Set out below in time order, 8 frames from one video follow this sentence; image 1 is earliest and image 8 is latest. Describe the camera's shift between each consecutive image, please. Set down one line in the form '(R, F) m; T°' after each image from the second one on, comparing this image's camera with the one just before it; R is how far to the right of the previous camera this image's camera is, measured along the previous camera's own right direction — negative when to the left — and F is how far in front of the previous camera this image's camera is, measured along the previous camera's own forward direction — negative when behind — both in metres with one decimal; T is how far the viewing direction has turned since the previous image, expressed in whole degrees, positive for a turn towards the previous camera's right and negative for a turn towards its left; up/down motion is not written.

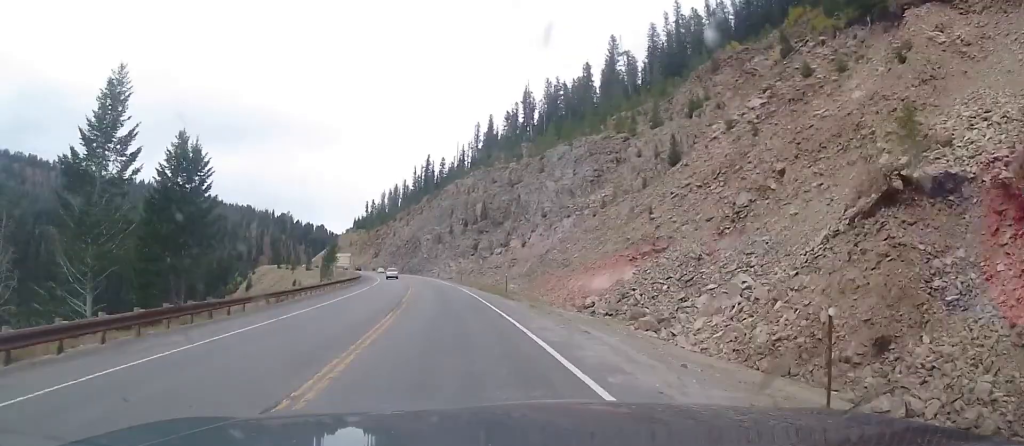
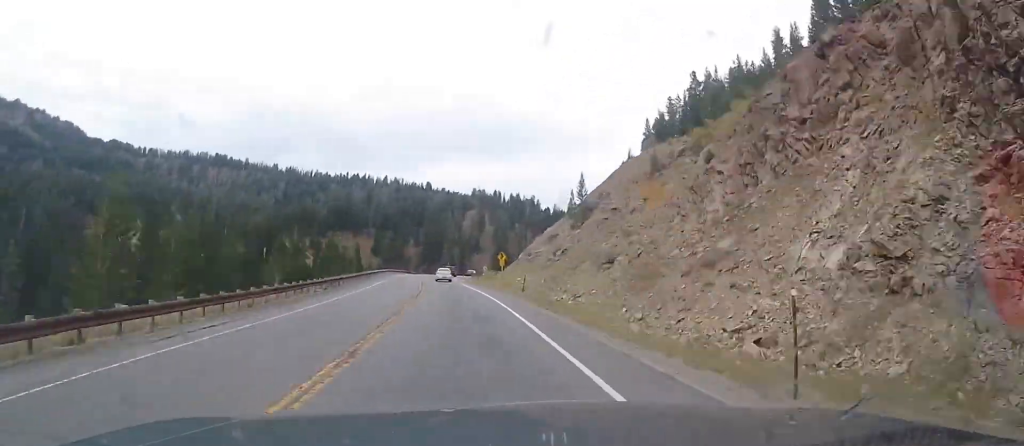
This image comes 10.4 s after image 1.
(-38.4, +217.8) m; -11°
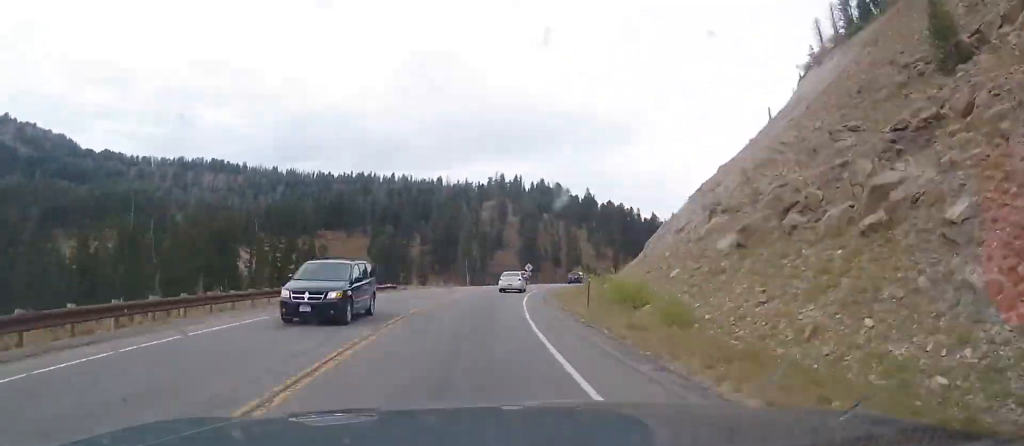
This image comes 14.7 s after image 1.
(-8.4, +69.4) m; +2°
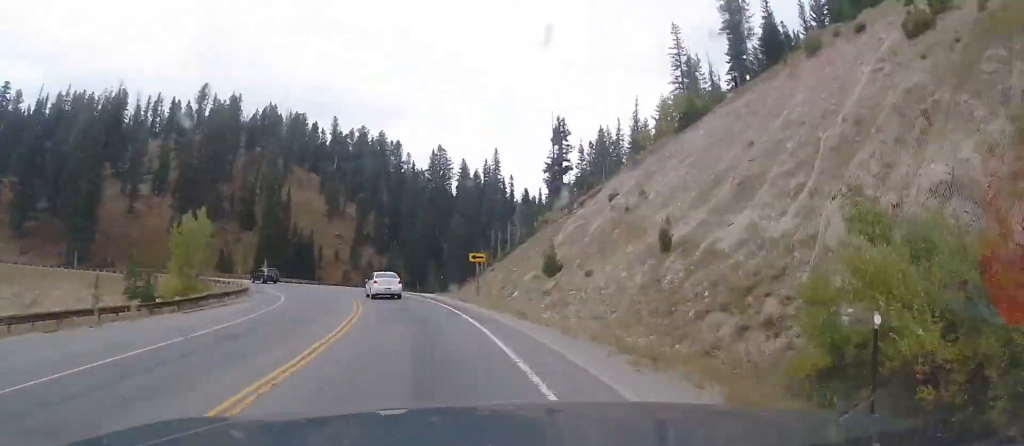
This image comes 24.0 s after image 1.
(+12.9, +125.4) m; -24°
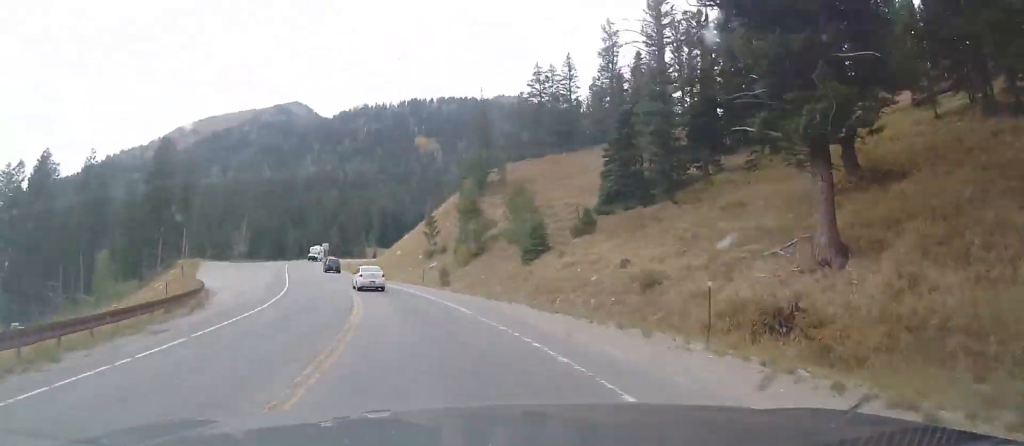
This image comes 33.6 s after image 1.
(-79.3, +91.9) m; -55°
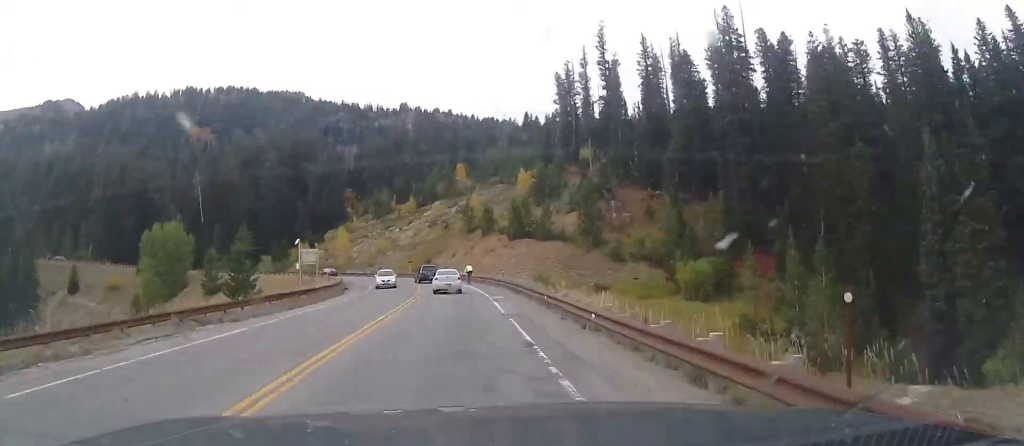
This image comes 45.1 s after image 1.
(-11.3, +171.4) m; -13°
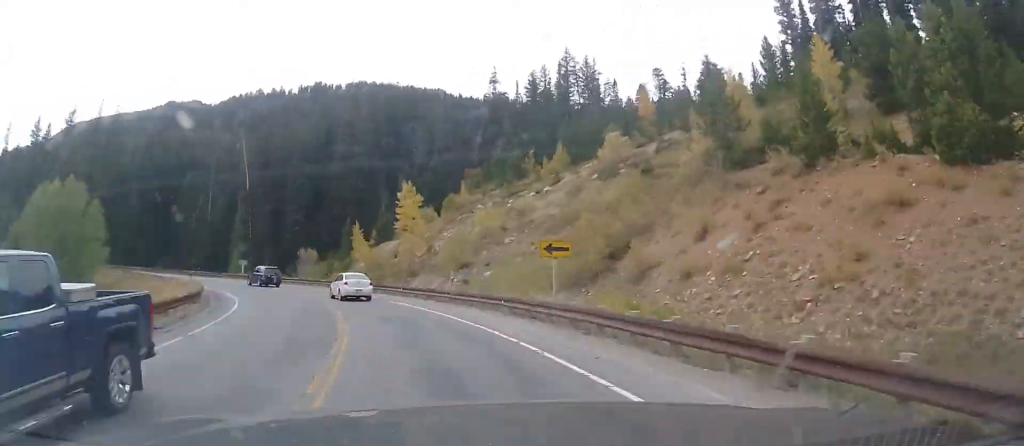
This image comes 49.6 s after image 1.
(-3.5, +53.4) m; -19°
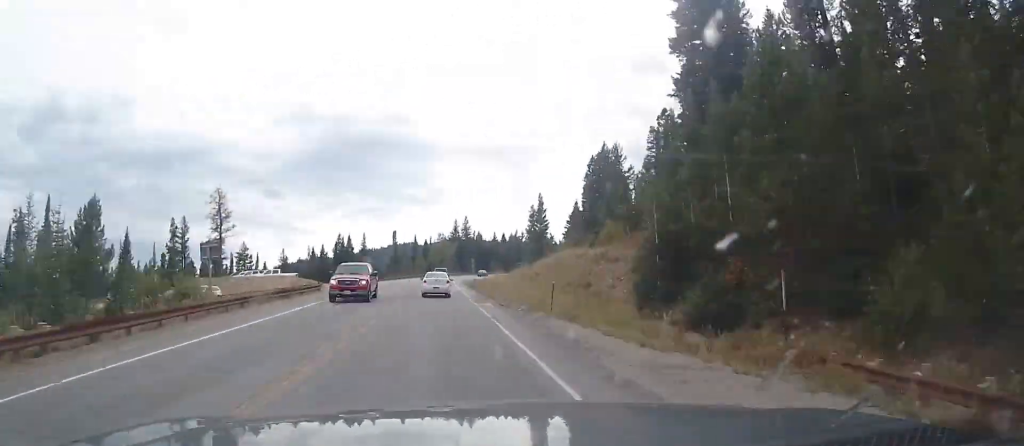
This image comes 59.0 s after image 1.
(-70.5, +103.4) m; -39°
